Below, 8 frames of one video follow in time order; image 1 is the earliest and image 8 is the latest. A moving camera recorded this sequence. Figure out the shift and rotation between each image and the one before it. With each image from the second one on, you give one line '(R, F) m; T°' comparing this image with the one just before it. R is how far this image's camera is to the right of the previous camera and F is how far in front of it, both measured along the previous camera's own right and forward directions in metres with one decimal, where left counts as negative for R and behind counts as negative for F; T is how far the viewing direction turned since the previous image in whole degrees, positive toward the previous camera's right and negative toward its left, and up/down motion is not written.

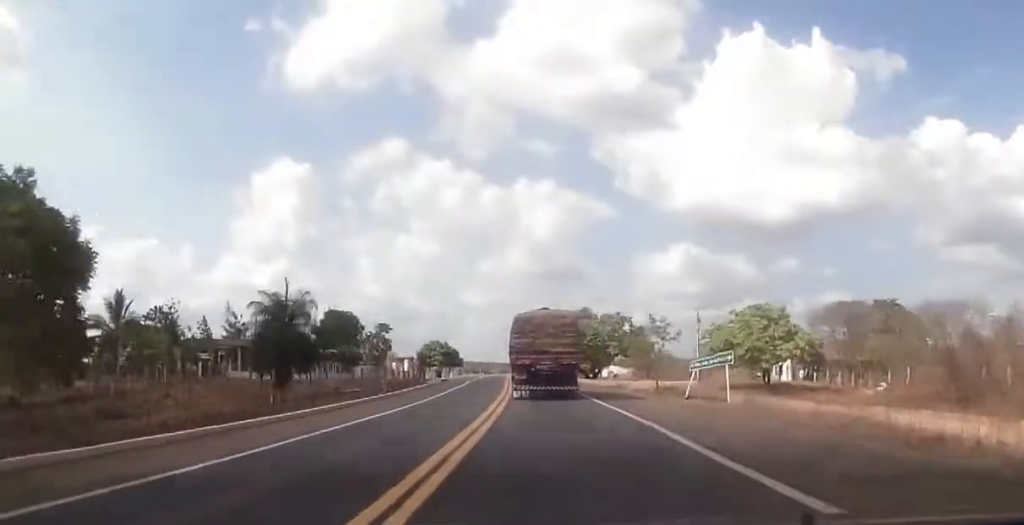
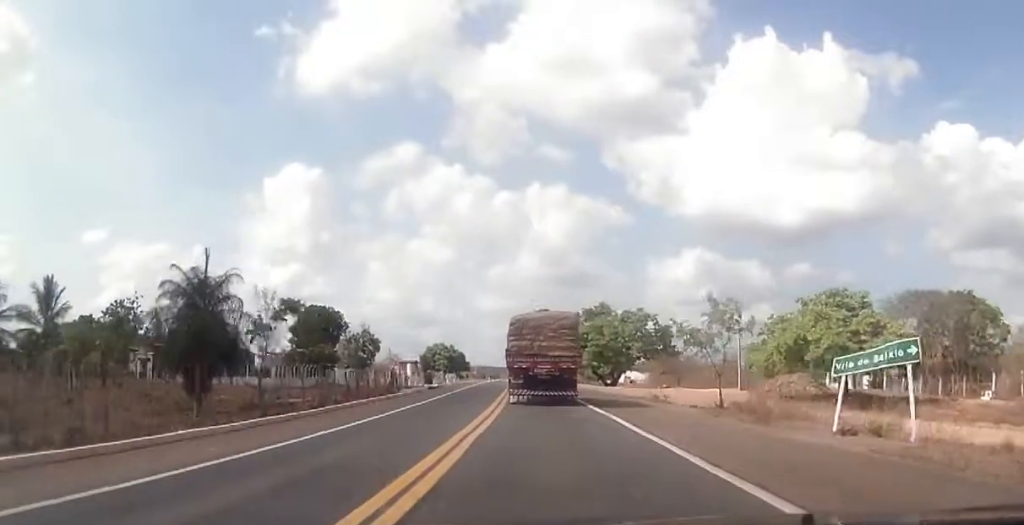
(-0.2, +14.8) m; -2°
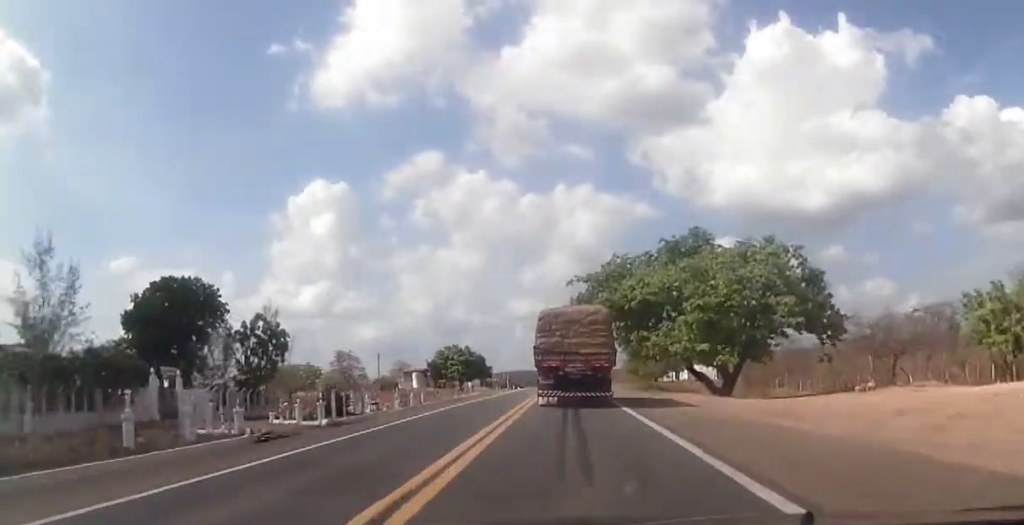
(-1.9, +46.4) m; -3°
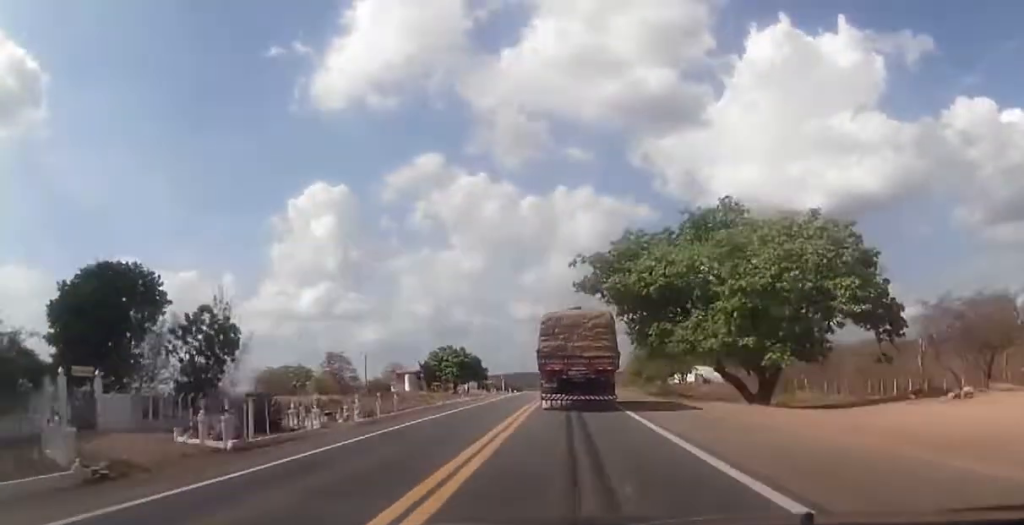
(+0.3, +9.2) m; 0°
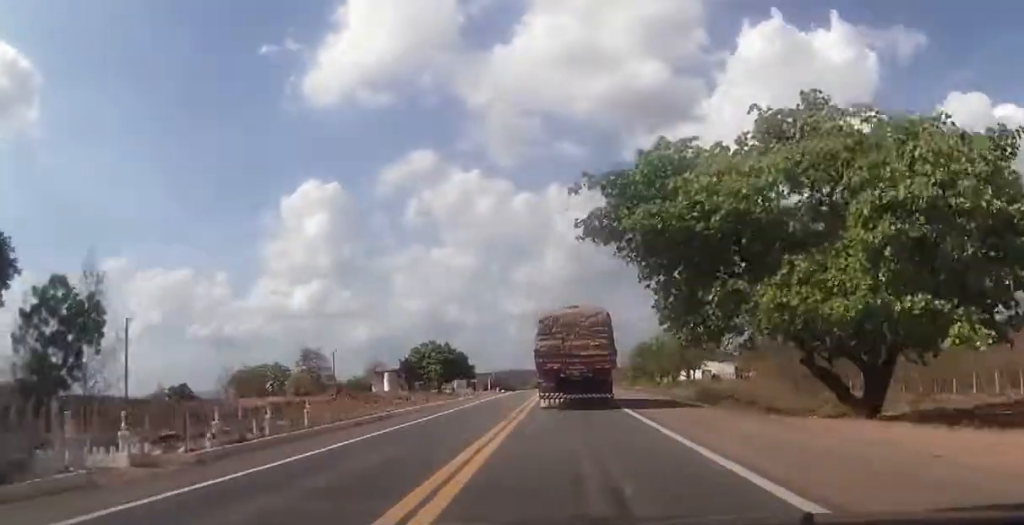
(-0.4, +14.9) m; -2°
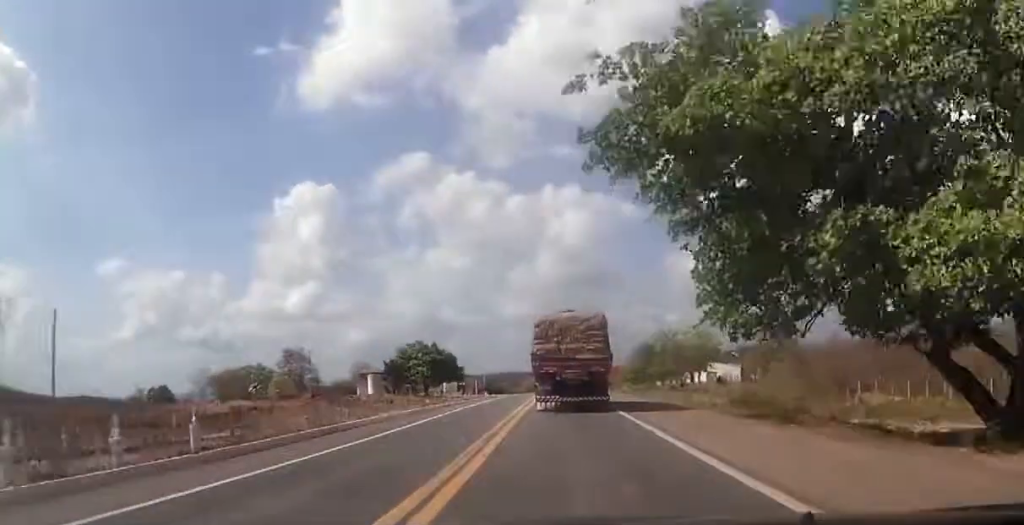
(-0.1, +9.4) m; -1°
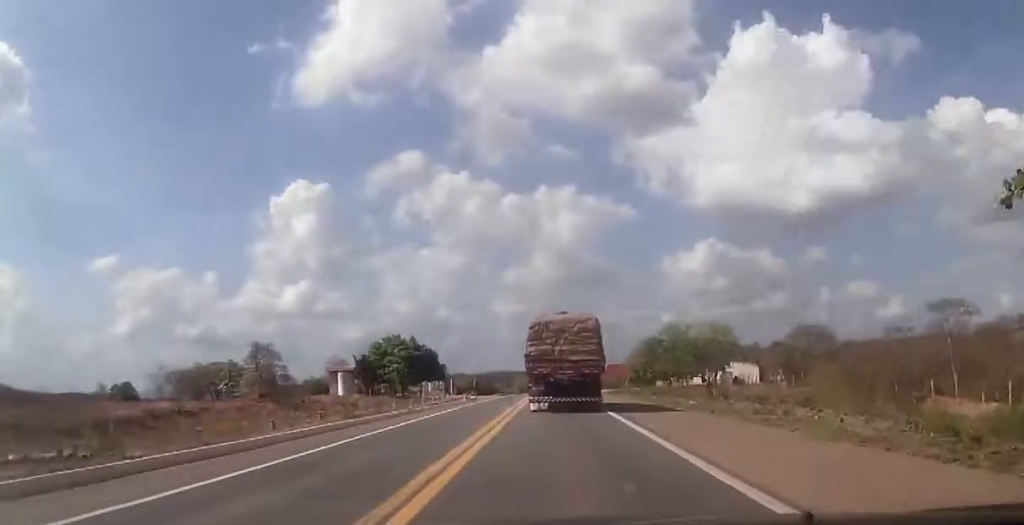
(0.0, +16.2) m; 0°
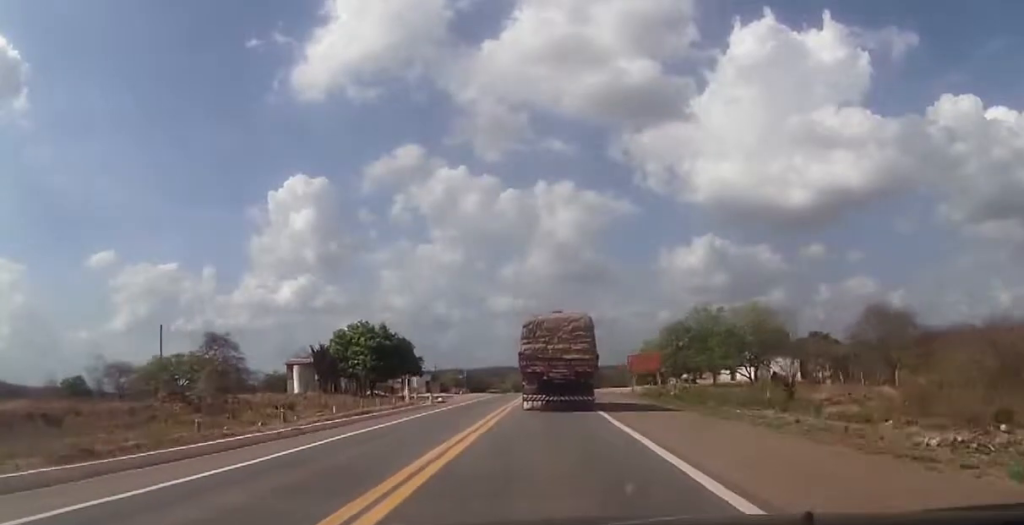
(-0.2, +20.9) m; 0°
